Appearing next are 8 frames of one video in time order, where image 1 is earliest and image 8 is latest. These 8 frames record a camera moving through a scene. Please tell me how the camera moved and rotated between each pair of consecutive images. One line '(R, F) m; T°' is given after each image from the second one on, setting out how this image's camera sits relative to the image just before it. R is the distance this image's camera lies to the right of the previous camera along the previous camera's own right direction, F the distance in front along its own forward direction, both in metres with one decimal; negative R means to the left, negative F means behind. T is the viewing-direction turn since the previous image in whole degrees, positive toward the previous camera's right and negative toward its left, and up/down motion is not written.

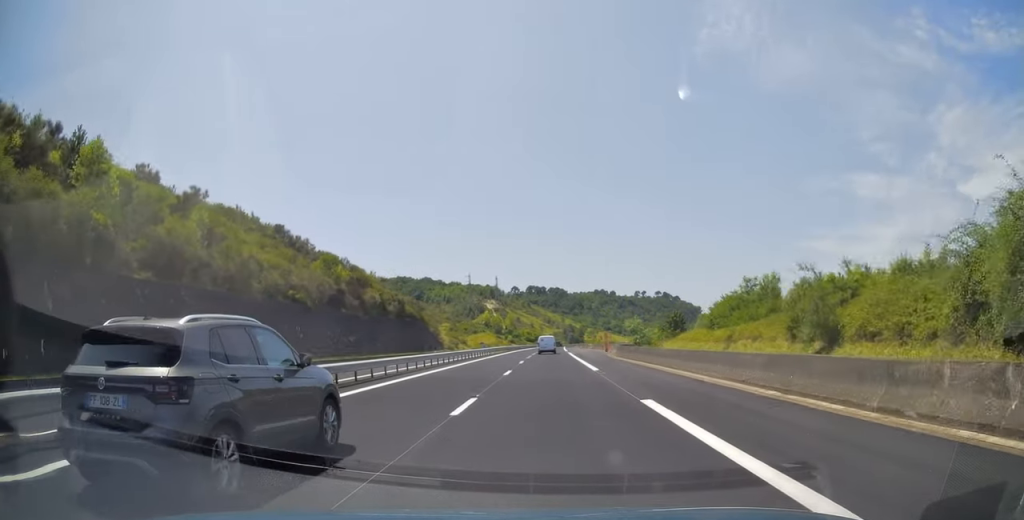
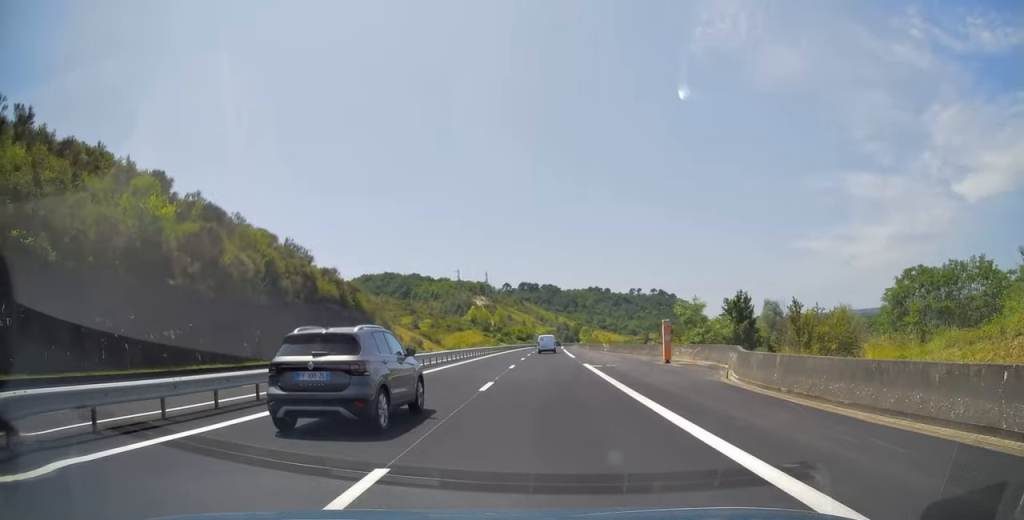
(+0.2, +33.5) m; +1°
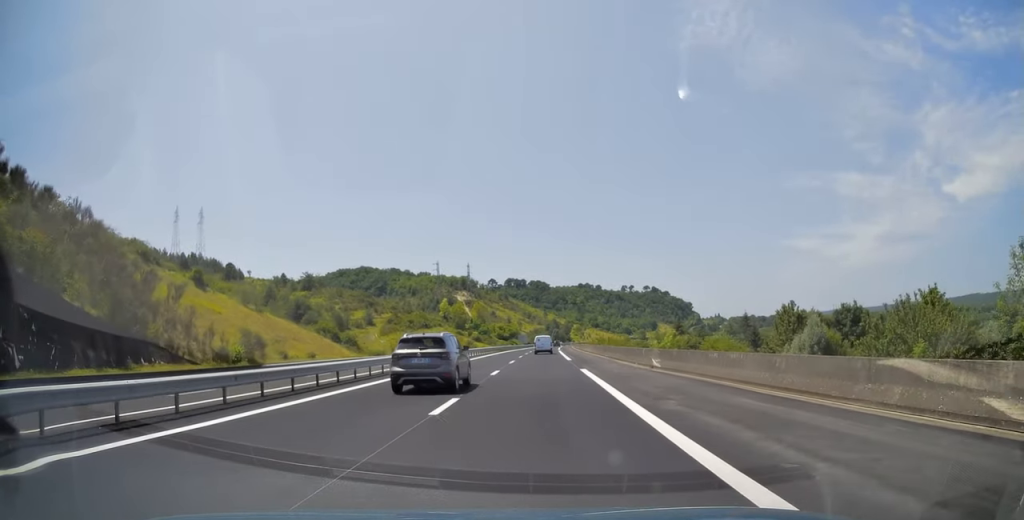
(+0.3, +56.8) m; +1°
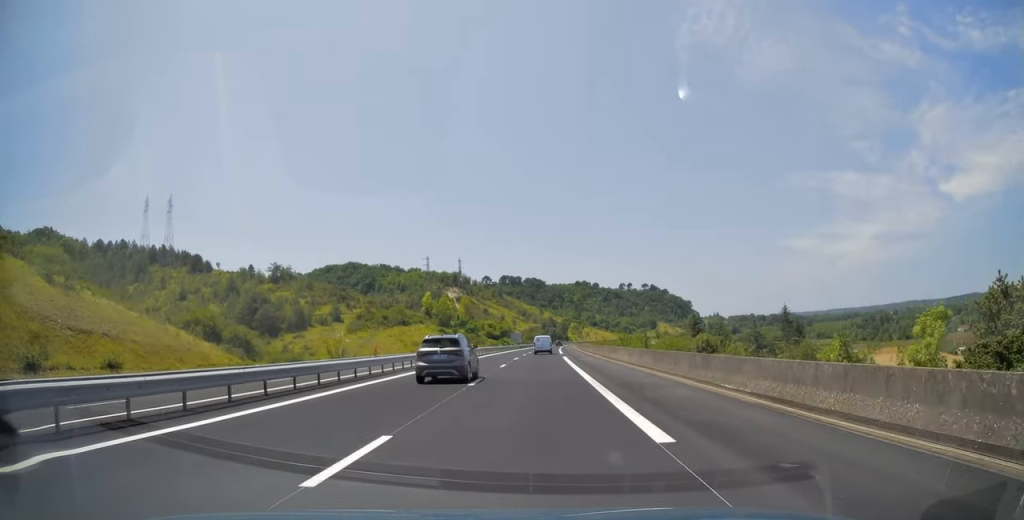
(+0.3, +31.4) m; +1°
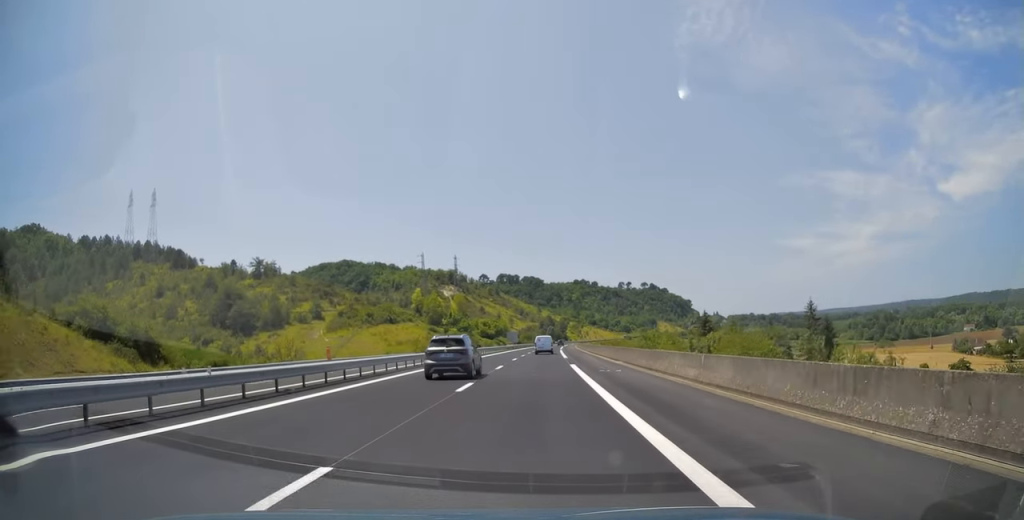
(0.0, +15.1) m; 0°
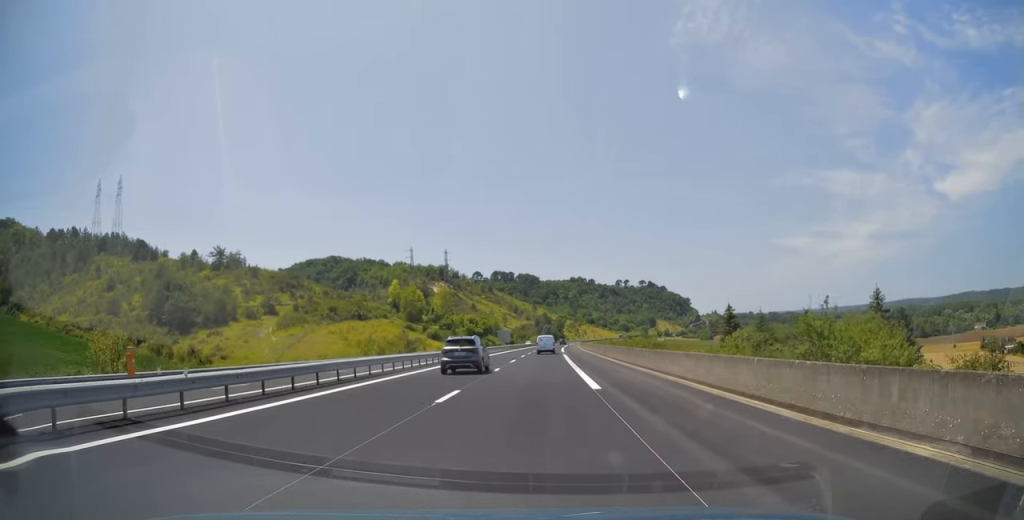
(+0.2, +28.7) m; 0°
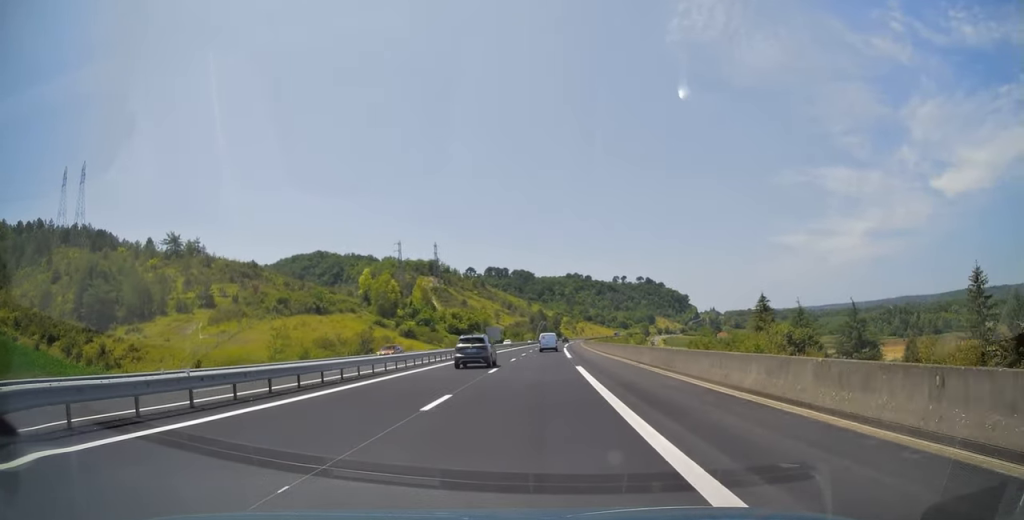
(+0.2, +27.6) m; 0°
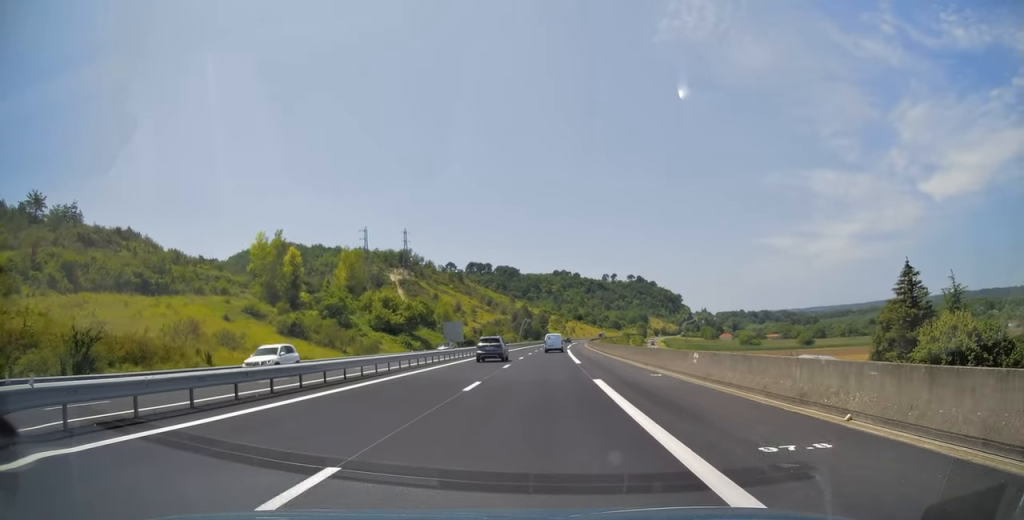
(+0.4, +60.1) m; +1°
